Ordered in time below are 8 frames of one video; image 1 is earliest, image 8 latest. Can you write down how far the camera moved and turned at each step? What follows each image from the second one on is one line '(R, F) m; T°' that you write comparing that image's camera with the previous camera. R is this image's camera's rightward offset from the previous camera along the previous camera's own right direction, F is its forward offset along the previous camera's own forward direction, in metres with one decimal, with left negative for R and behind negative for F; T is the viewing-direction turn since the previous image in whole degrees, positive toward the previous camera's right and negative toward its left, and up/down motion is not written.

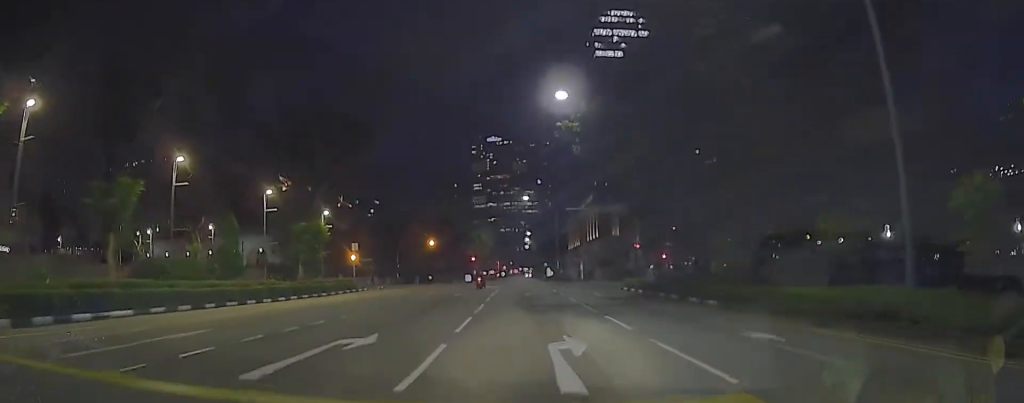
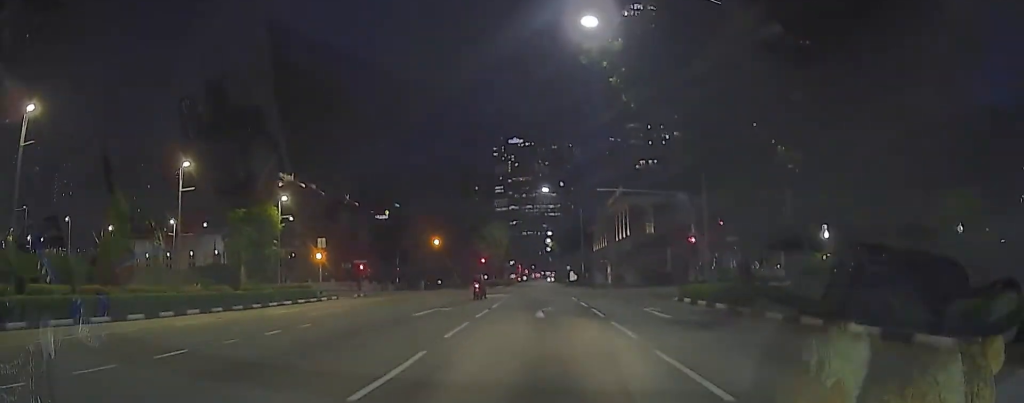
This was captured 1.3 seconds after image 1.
(+0.4, +14.7) m; +3°
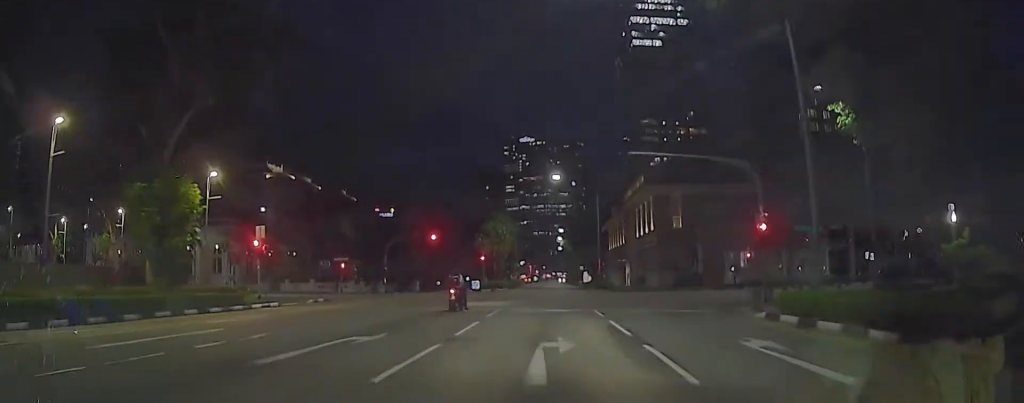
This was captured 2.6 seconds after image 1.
(+0.2, +13.1) m; -5°
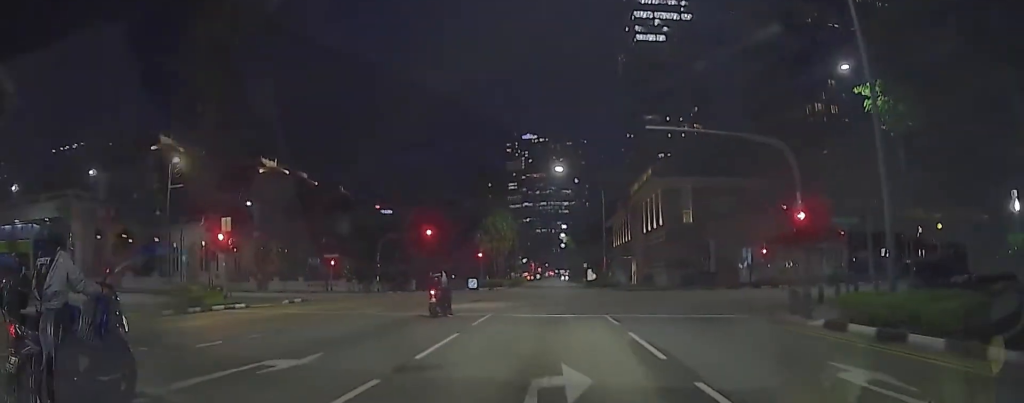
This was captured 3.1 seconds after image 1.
(-0.7, +5.3) m; -2°
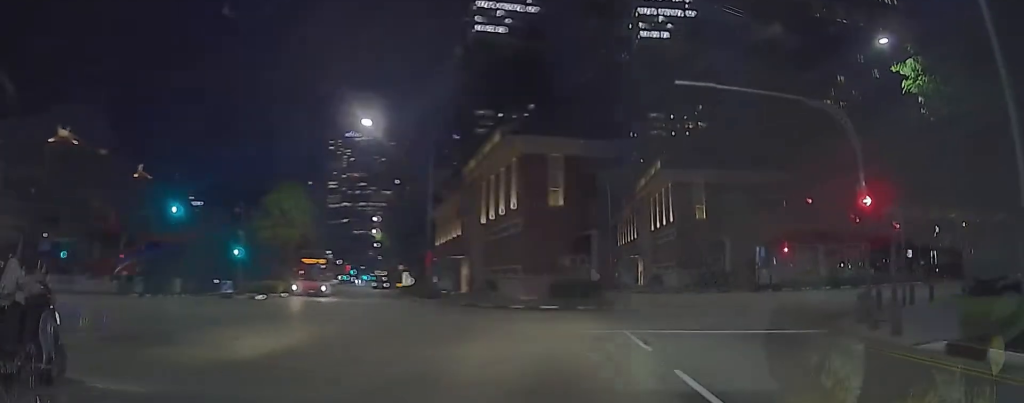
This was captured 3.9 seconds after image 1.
(-0.2, +8.4) m; 0°
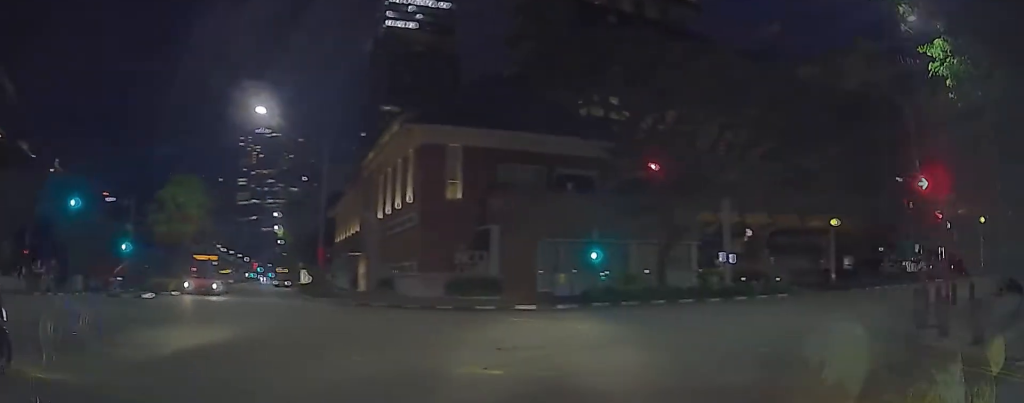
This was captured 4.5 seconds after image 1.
(+0.2, +5.9) m; +2°
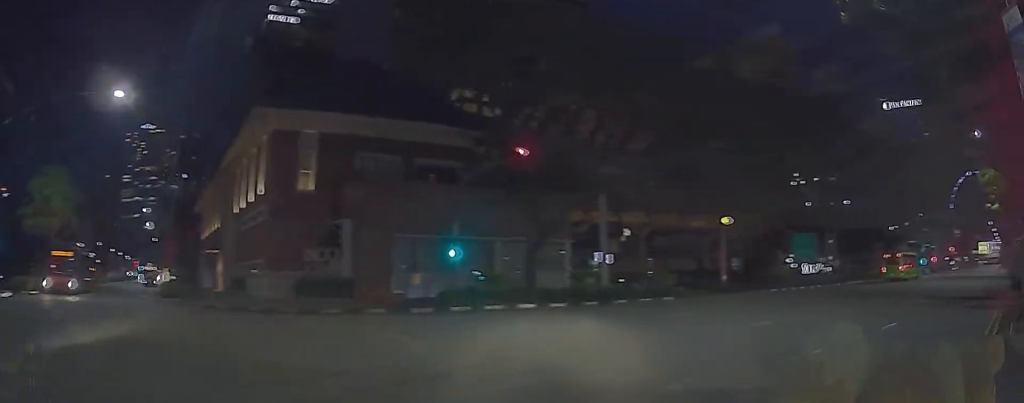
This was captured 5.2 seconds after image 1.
(0.0, +6.7) m; +10°
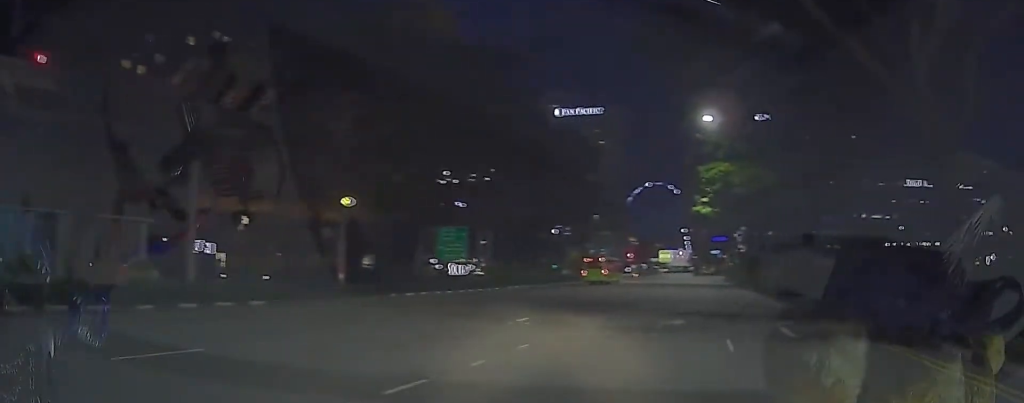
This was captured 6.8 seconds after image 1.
(+4.1, +10.9) m; +44°
